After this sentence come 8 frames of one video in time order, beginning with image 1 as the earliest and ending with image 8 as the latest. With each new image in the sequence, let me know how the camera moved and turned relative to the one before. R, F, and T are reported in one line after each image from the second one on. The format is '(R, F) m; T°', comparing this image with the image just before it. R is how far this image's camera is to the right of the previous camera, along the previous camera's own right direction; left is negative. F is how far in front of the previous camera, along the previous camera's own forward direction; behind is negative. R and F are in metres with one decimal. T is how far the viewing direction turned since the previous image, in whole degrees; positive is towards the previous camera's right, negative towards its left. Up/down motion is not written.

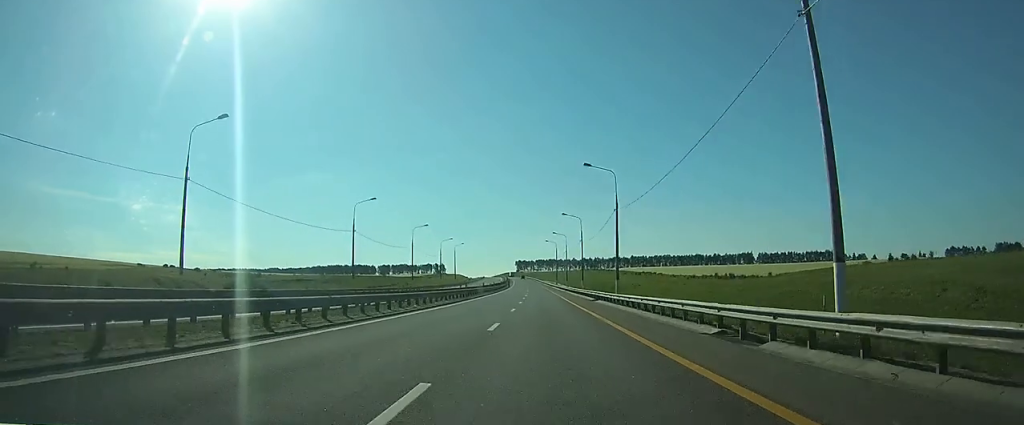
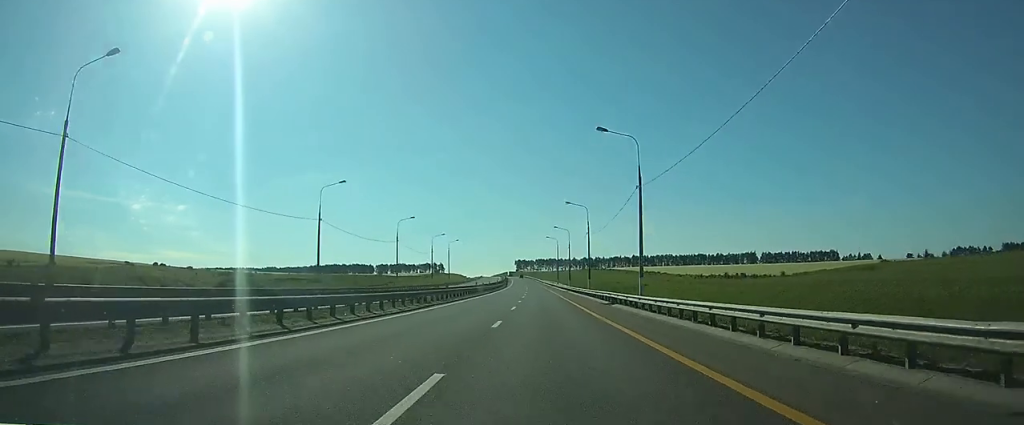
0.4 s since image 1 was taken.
(0.0, +11.1) m; 0°
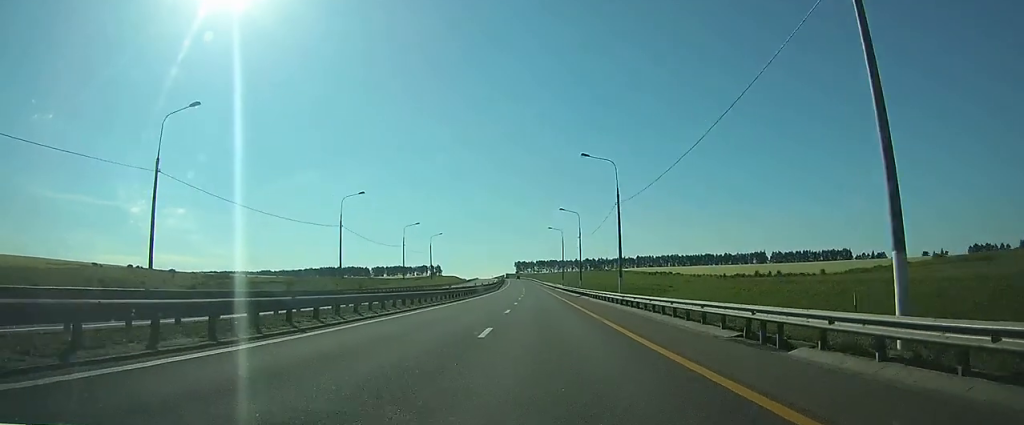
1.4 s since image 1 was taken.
(+0.1, +26.7) m; 0°
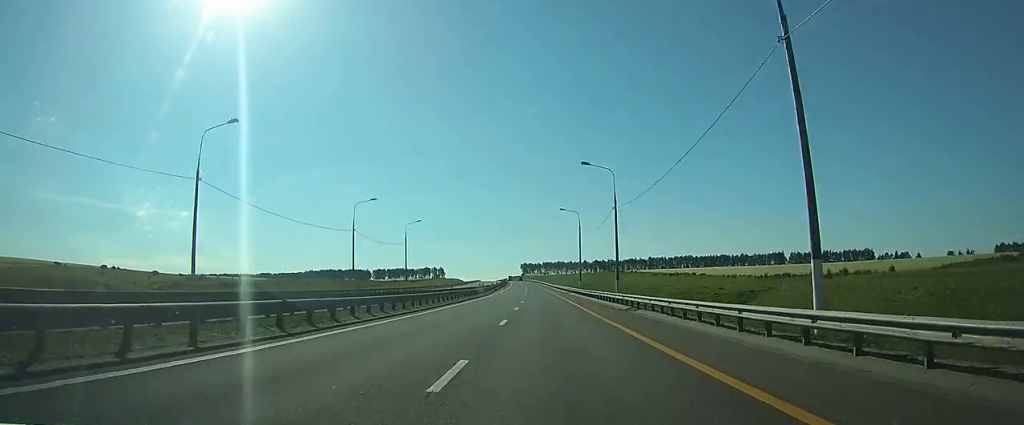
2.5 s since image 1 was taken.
(0.0, +30.3) m; 0°
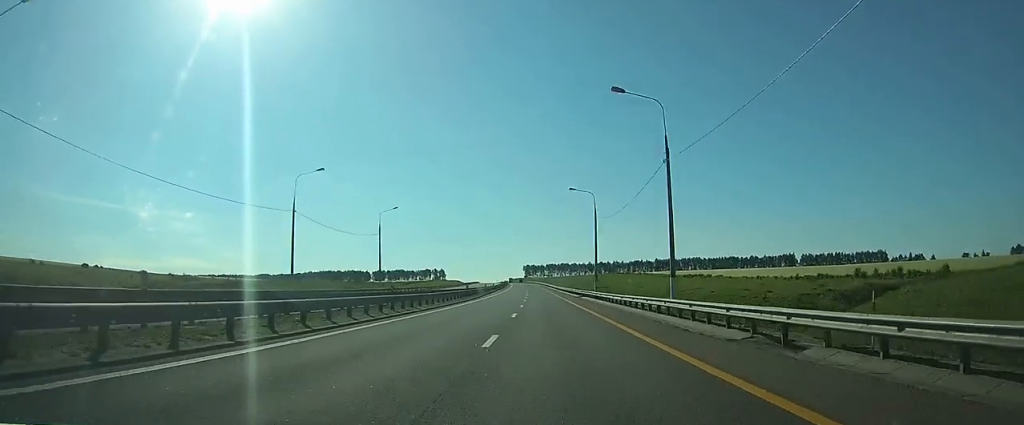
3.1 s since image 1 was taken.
(-0.1, +18.3) m; 0°
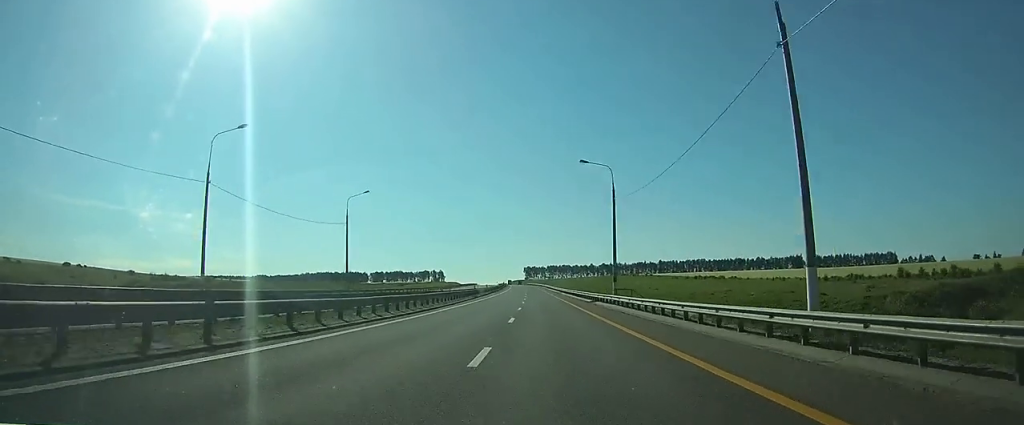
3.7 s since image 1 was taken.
(-0.1, +14.7) m; 0°
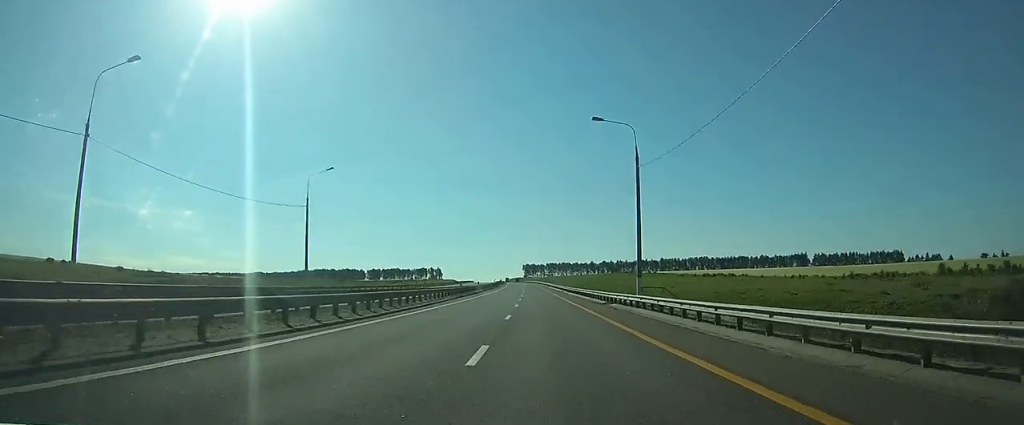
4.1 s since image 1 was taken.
(0.0, +11.9) m; 0°
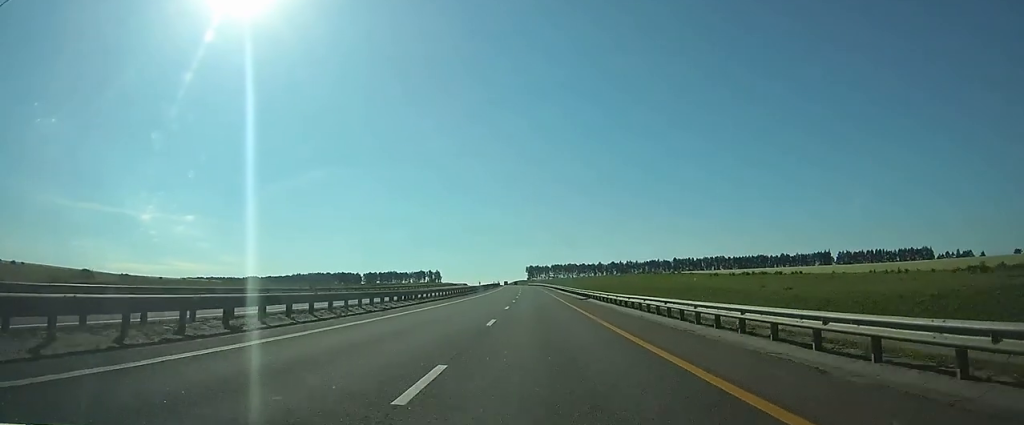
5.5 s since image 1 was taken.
(0.0, +38.4) m; 0°
